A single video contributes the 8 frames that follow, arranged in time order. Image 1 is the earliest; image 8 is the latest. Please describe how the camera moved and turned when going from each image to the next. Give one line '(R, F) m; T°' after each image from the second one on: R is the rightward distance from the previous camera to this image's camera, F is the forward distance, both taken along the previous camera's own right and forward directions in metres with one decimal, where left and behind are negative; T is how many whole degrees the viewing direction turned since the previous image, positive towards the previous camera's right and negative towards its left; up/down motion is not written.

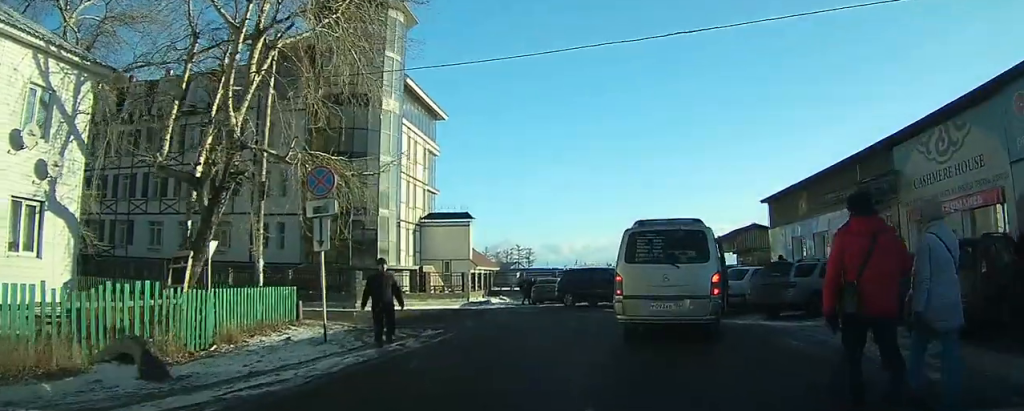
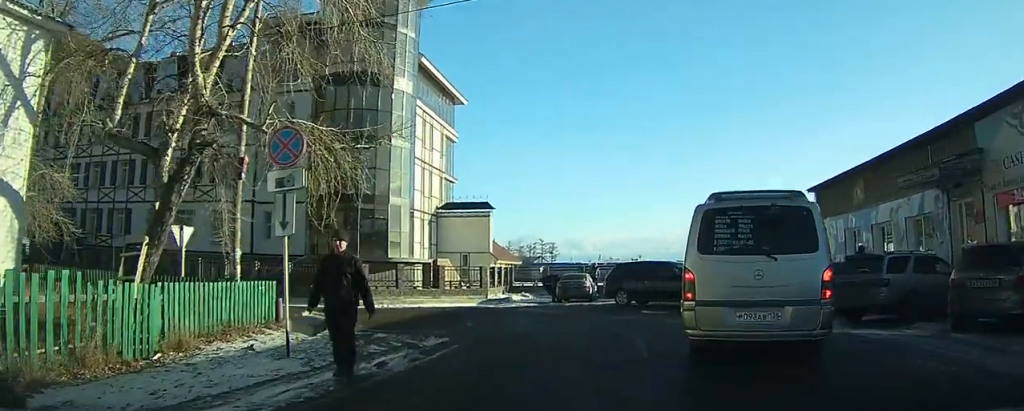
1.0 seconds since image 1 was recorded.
(-0.1, +2.4) m; -6°
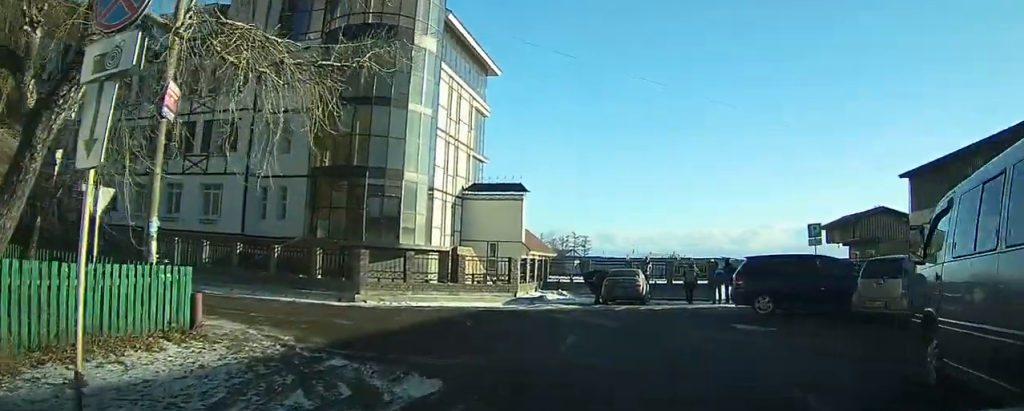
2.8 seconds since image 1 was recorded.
(-0.2, +4.5) m; -3°
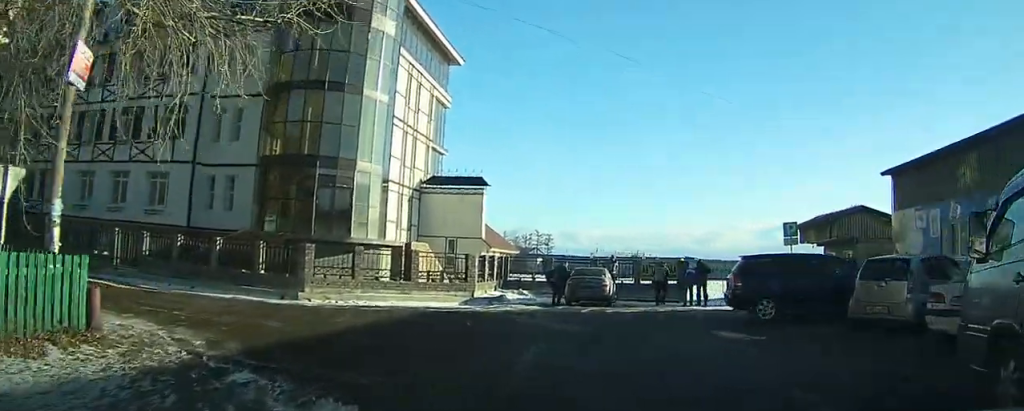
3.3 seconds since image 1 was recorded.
(0.0, +1.4) m; 0°
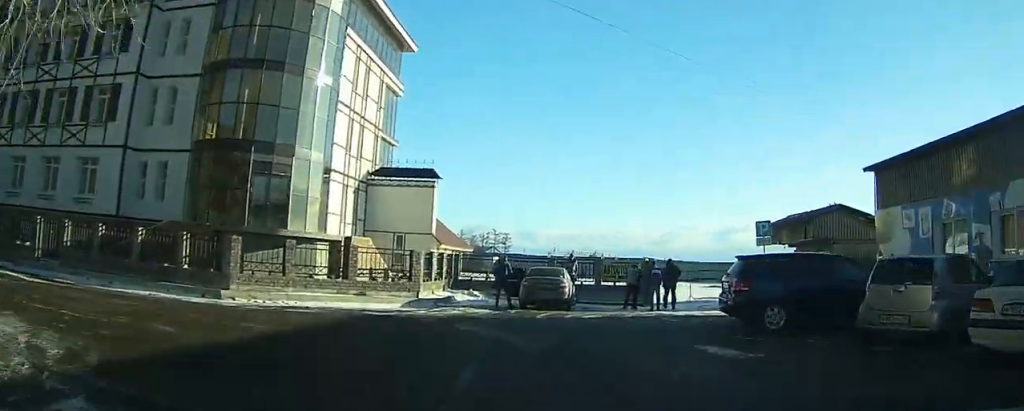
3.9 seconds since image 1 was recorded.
(0.0, +2.0) m; 0°
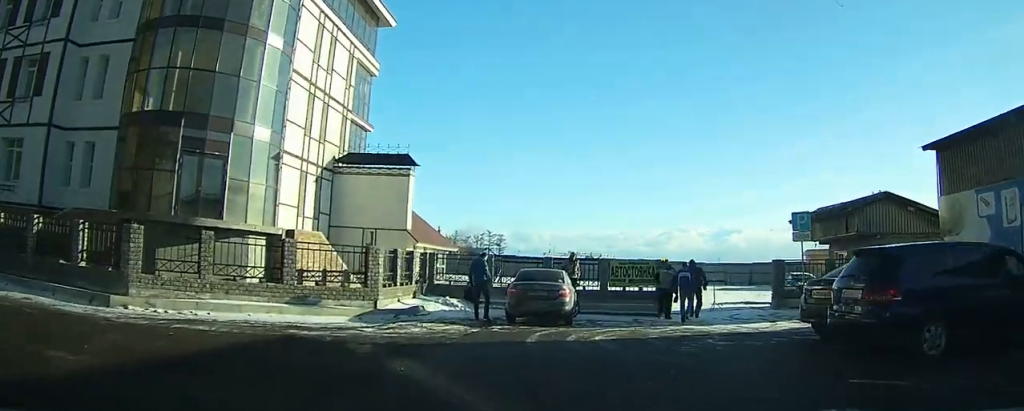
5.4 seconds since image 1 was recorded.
(0.0, +4.4) m; +1°
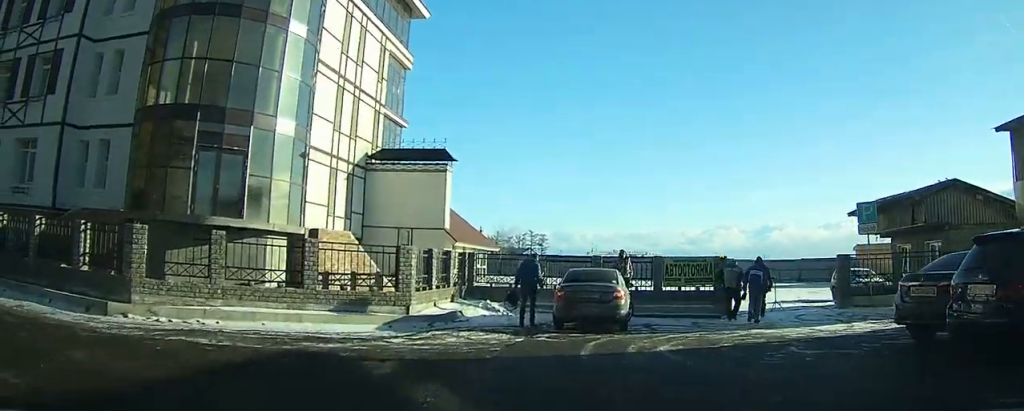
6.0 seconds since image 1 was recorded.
(0.0, +1.6) m; +1°
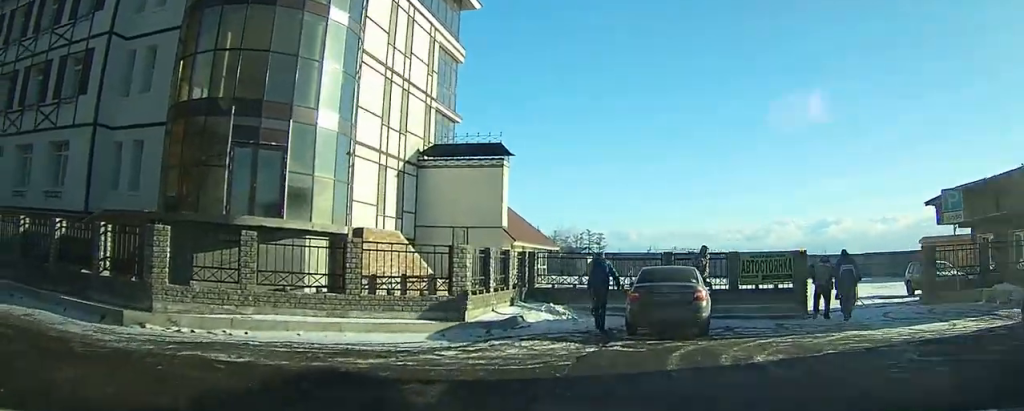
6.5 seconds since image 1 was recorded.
(0.0, +1.5) m; 0°
